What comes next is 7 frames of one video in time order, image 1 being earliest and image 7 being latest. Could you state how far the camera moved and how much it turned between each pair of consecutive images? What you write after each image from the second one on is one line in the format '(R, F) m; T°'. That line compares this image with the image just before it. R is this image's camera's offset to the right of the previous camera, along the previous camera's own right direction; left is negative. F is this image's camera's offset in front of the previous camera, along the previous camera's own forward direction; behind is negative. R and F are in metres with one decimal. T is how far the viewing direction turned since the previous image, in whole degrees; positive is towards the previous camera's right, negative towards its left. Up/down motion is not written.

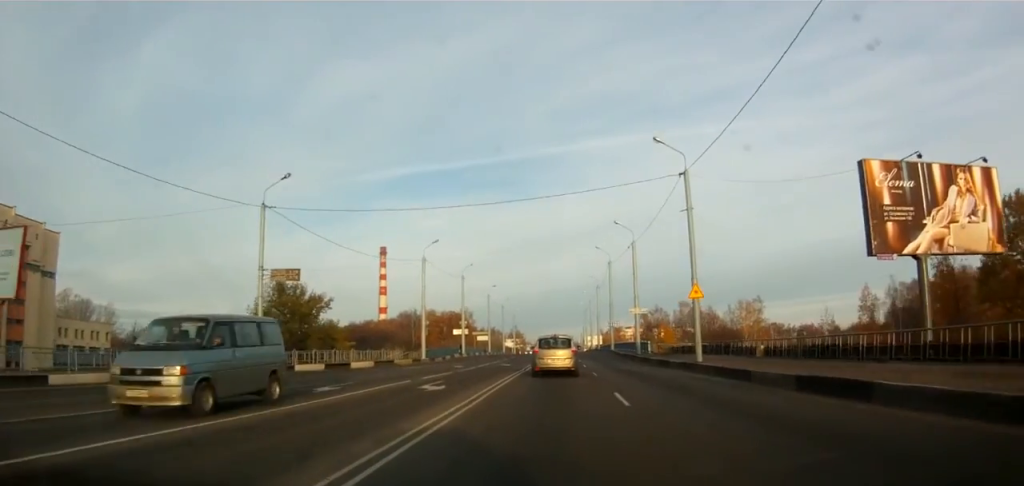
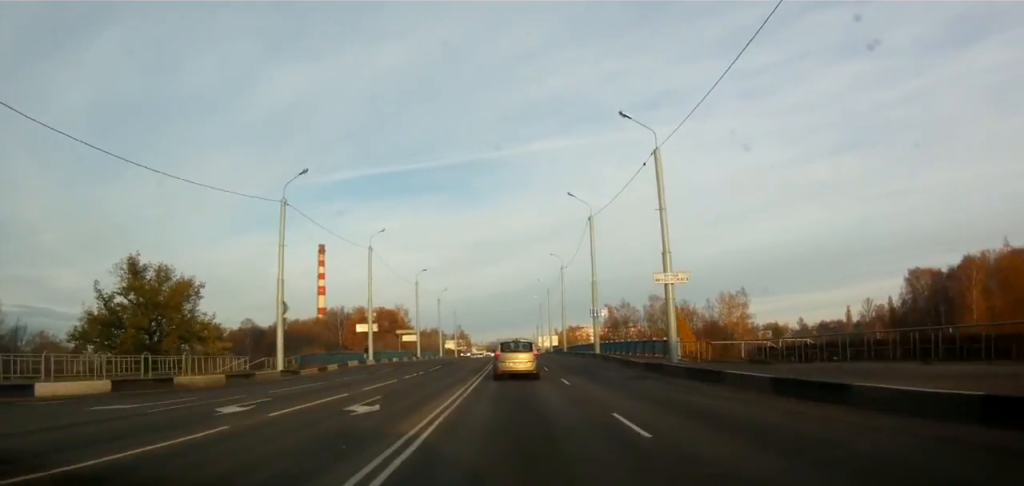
(+1.6, +29.3) m; +4°
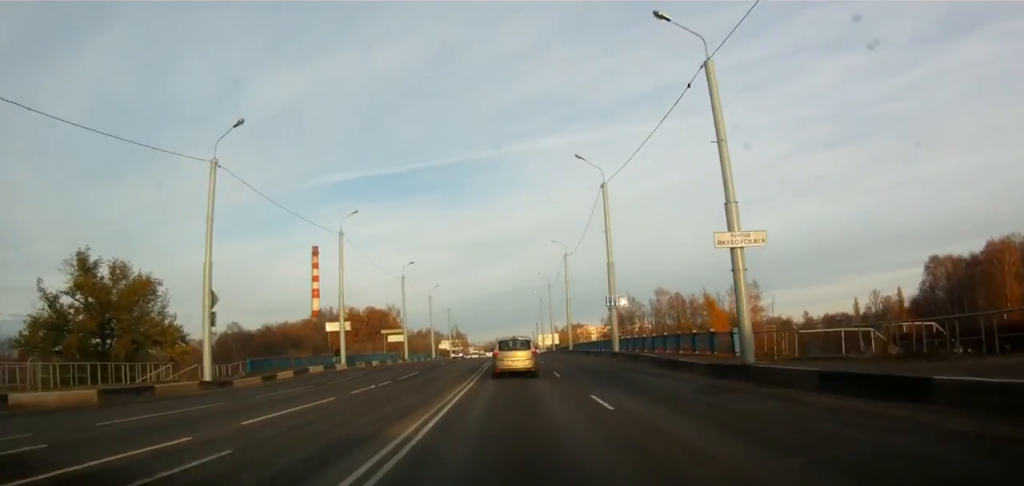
(+0.1, +9.4) m; -1°
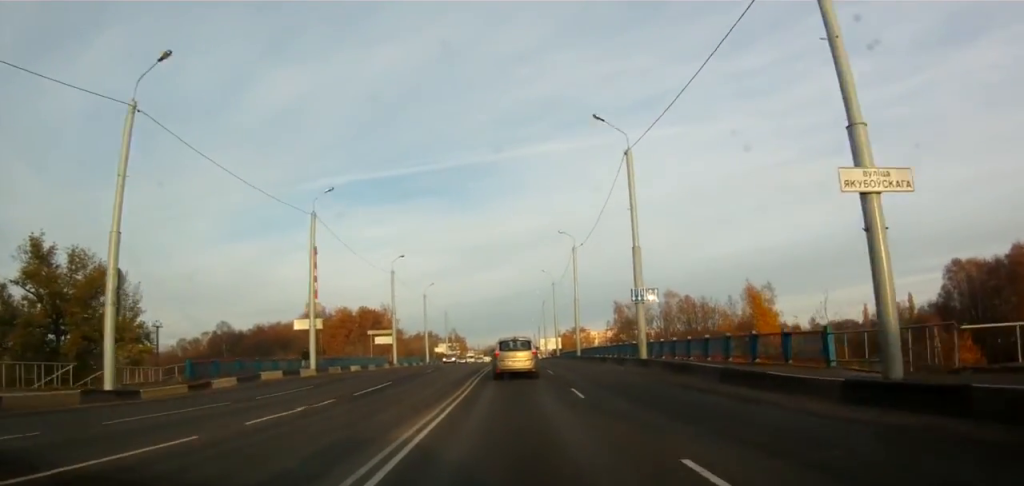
(-0.3, +8.1) m; 0°
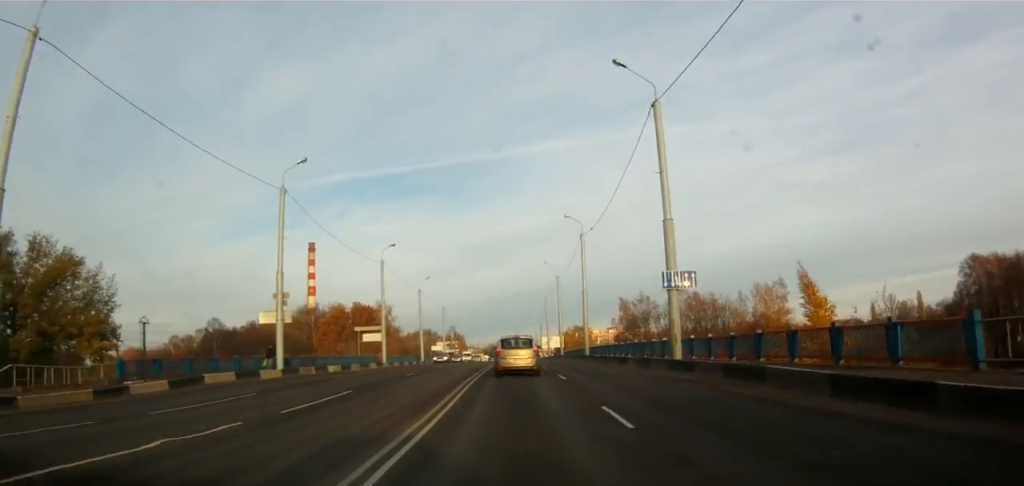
(-0.2, +6.2) m; 0°
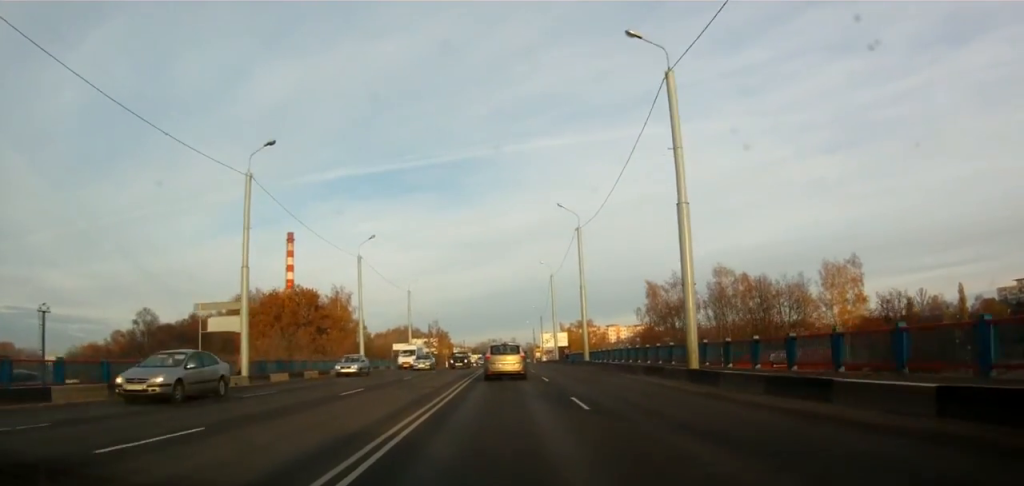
(+0.6, +32.9) m; 0°
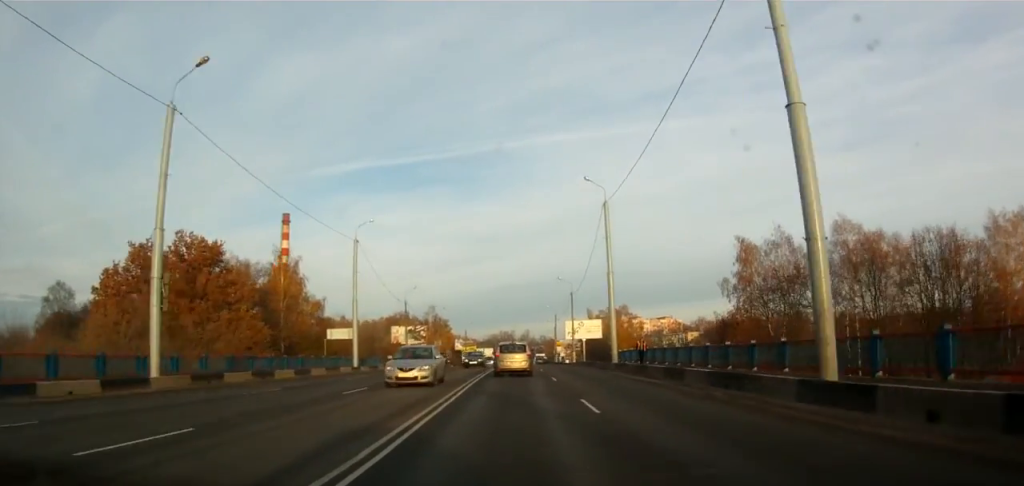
(+1.2, +37.0) m; +1°
